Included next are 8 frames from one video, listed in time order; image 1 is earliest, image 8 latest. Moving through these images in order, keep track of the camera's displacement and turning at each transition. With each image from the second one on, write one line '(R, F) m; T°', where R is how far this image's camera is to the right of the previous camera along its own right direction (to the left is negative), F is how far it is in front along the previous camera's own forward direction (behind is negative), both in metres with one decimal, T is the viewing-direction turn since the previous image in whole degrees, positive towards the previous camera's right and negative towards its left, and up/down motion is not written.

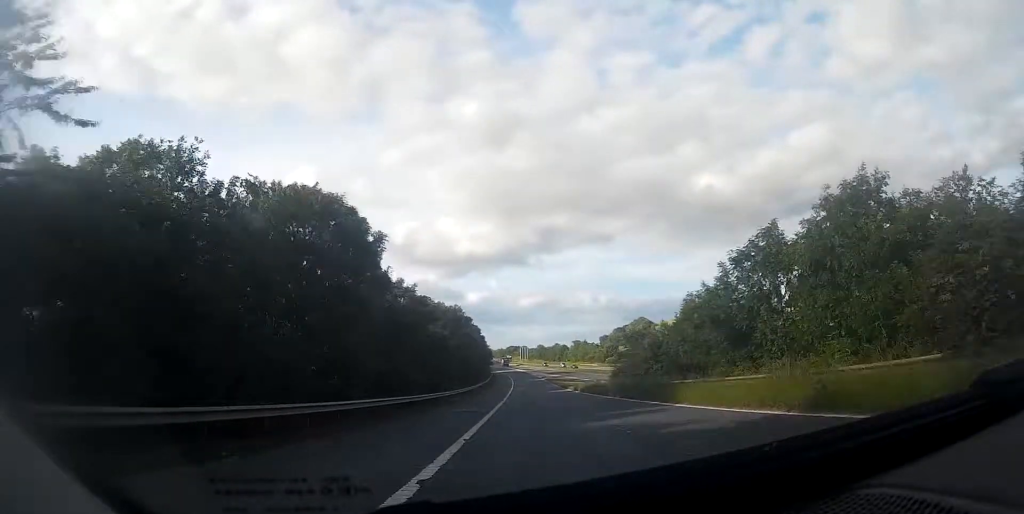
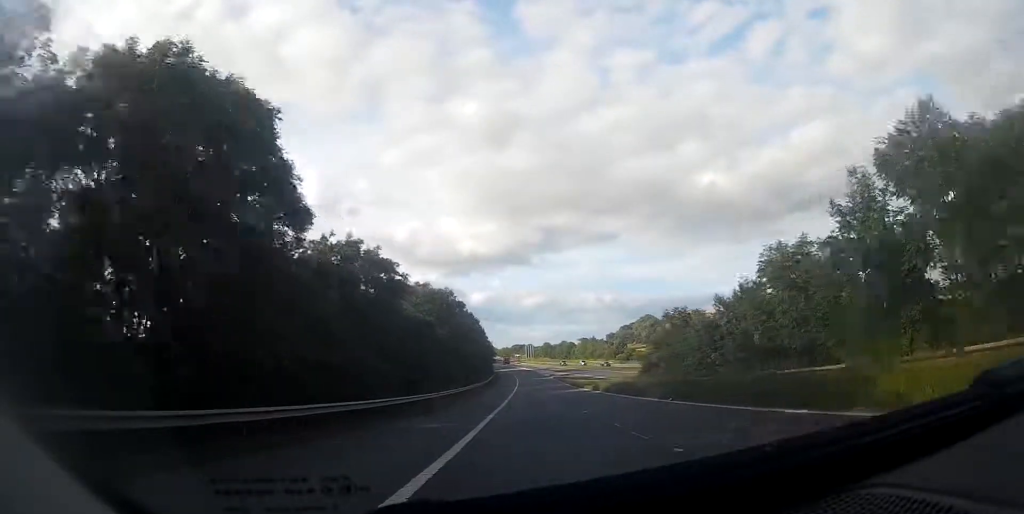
(-0.1, +12.1) m; 0°
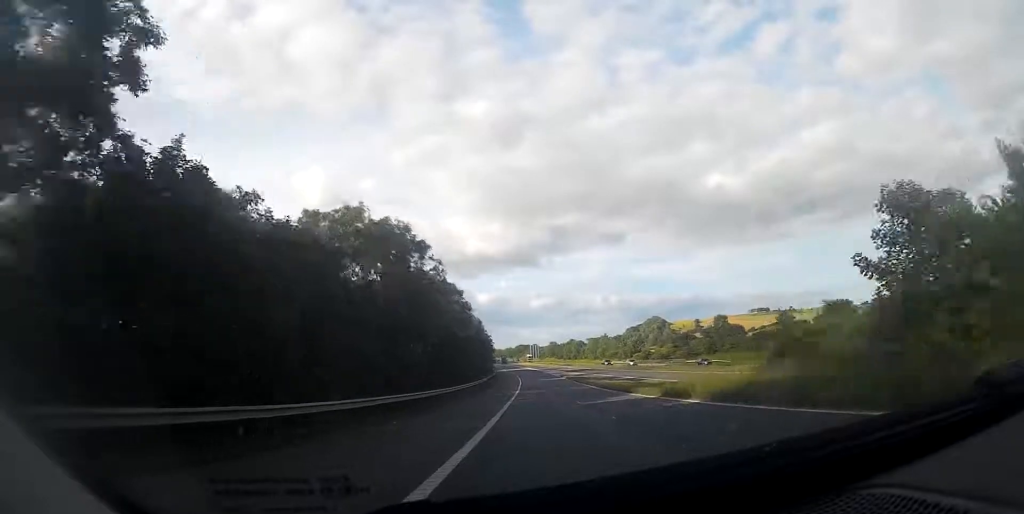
(+0.2, +23.0) m; +1°
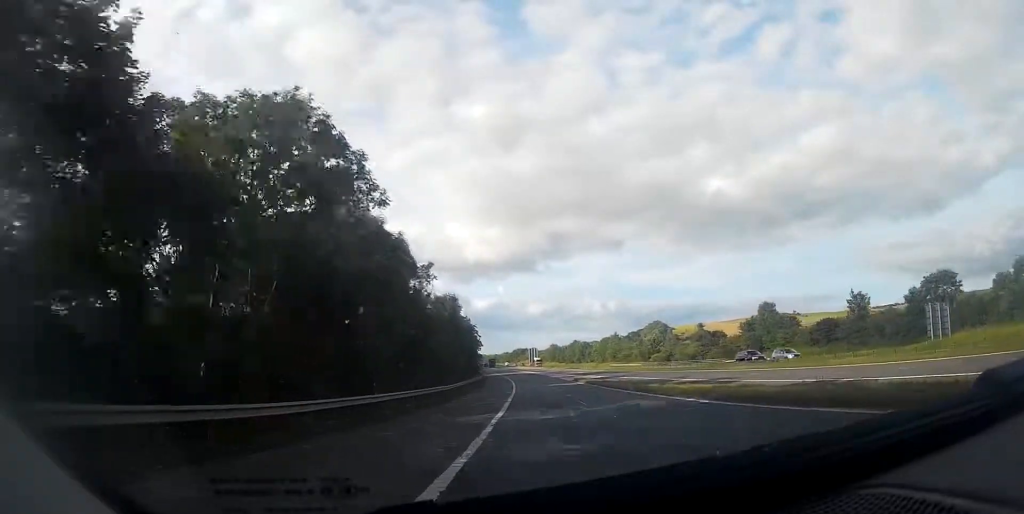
(0.0, +30.3) m; 0°
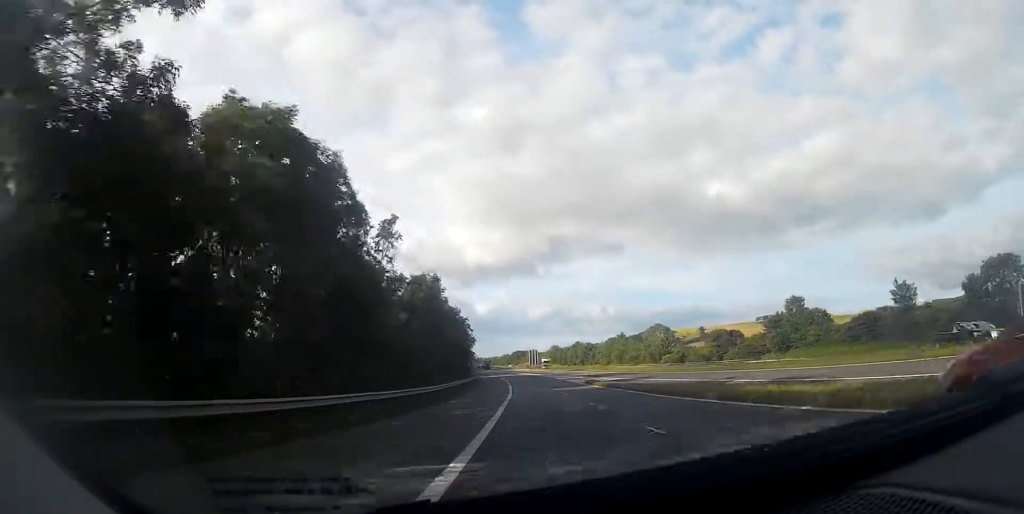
(-0.2, +12.8) m; 0°
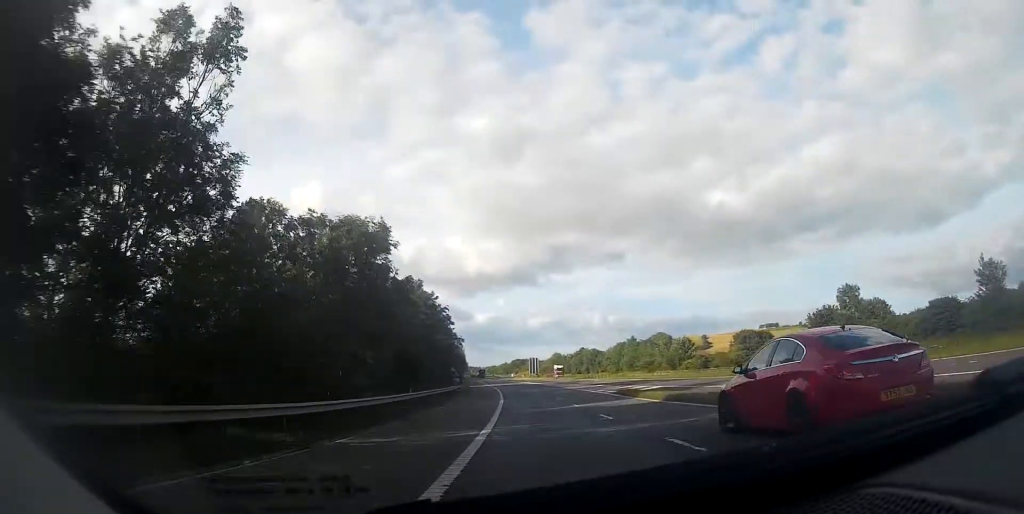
(+0.2, +19.3) m; 0°
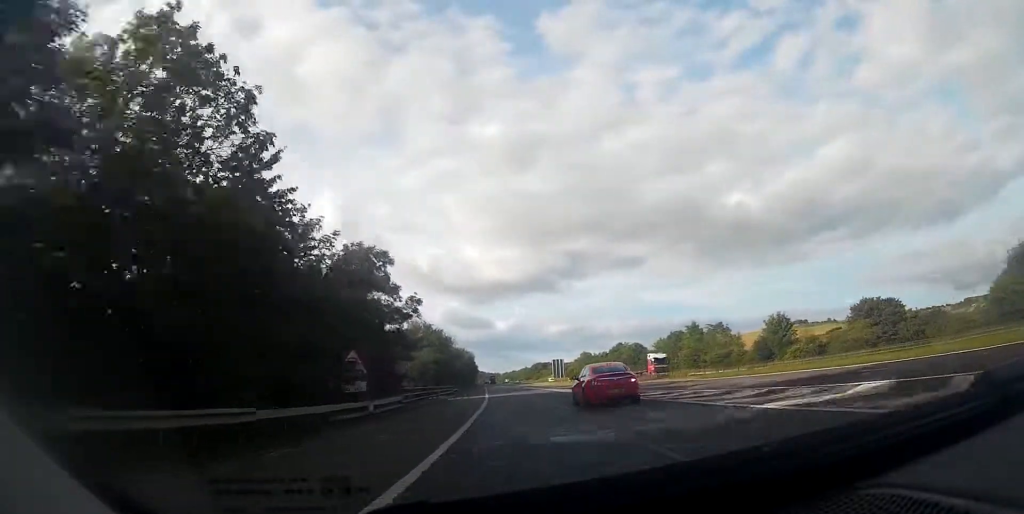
(-0.4, +44.2) m; -1°
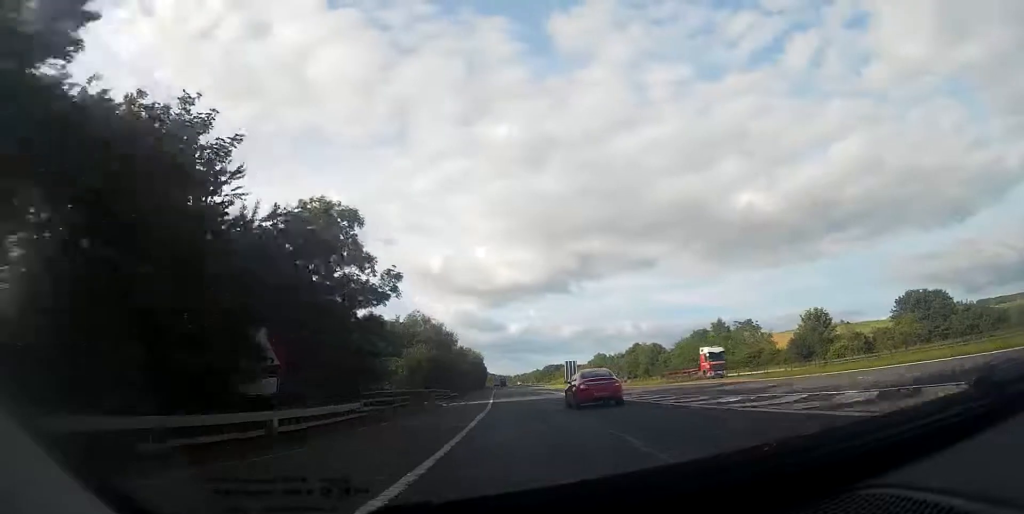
(0.0, +9.6) m; 0°
